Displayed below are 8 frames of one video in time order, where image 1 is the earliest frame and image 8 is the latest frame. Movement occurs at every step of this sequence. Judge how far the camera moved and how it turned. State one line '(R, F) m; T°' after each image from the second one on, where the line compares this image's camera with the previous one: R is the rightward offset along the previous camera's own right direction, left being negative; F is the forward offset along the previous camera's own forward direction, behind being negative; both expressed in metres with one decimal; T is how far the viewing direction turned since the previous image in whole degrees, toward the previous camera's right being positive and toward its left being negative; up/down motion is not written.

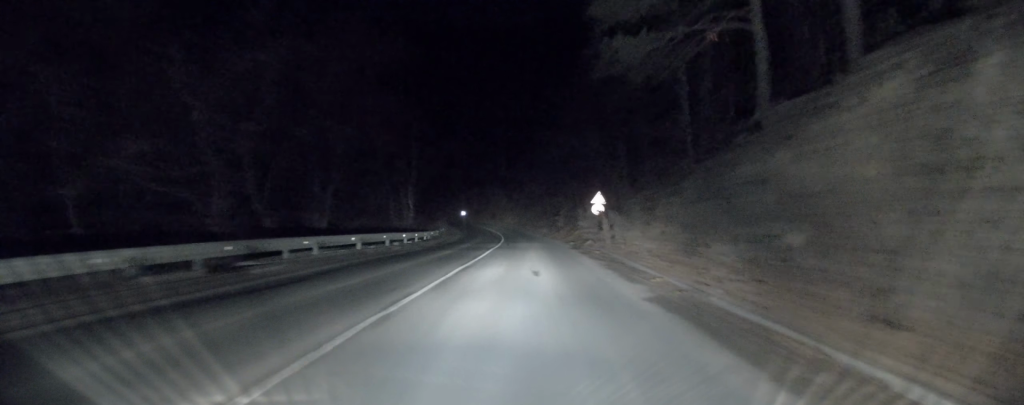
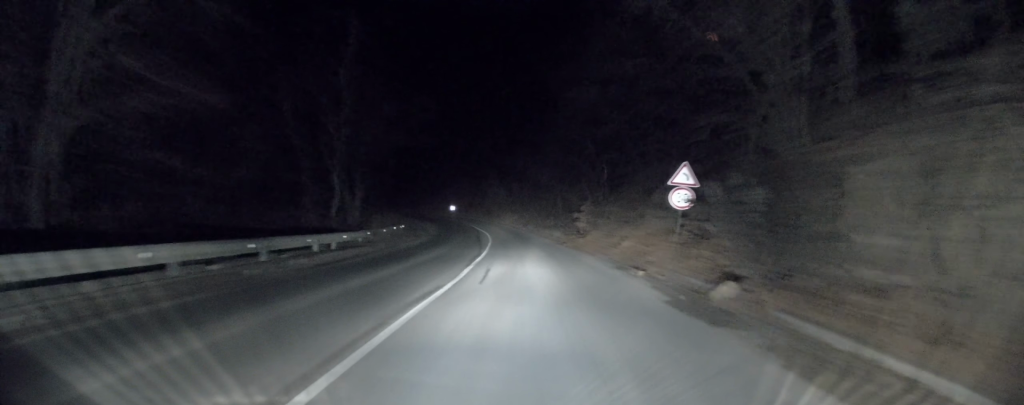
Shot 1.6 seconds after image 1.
(+0.6, +22.5) m; +1°
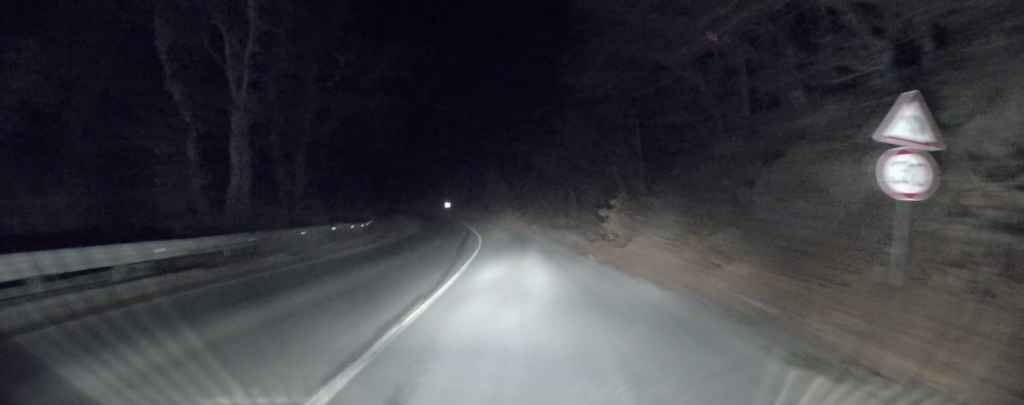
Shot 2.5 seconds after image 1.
(-0.2, +13.1) m; -1°
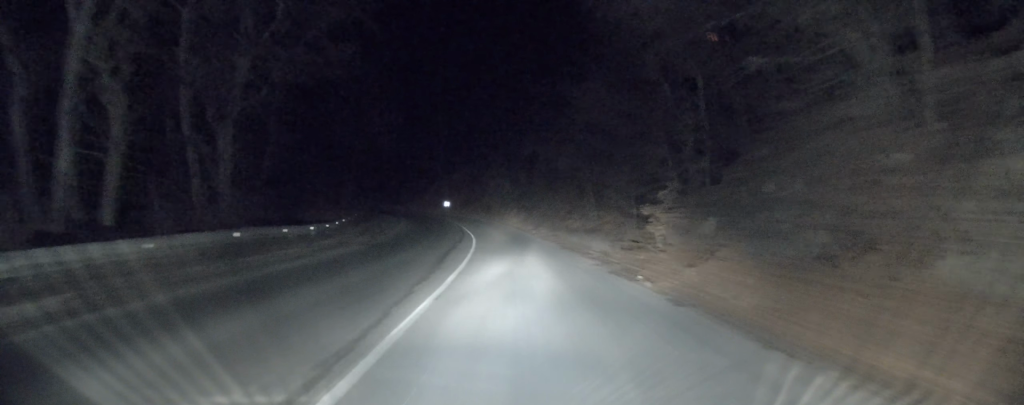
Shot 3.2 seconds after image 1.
(-0.1, +9.6) m; -1°
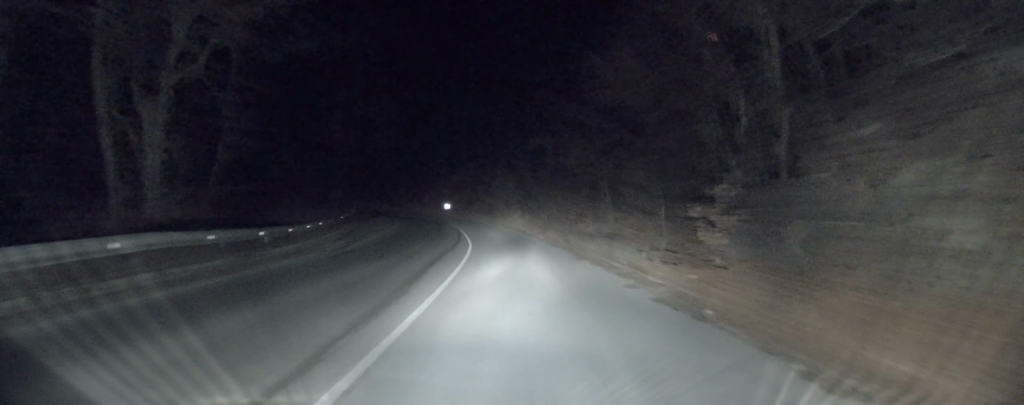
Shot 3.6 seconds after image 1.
(0.0, +5.7) m; -1°
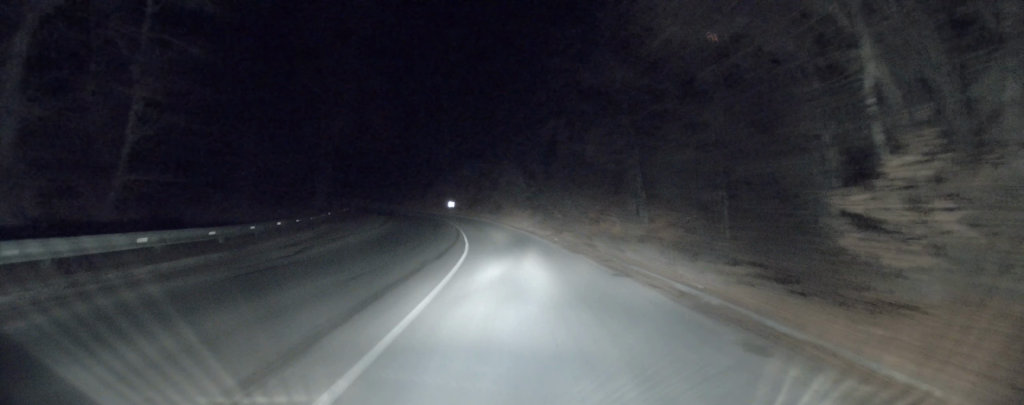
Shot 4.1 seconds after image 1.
(-0.1, +7.4) m; 0°
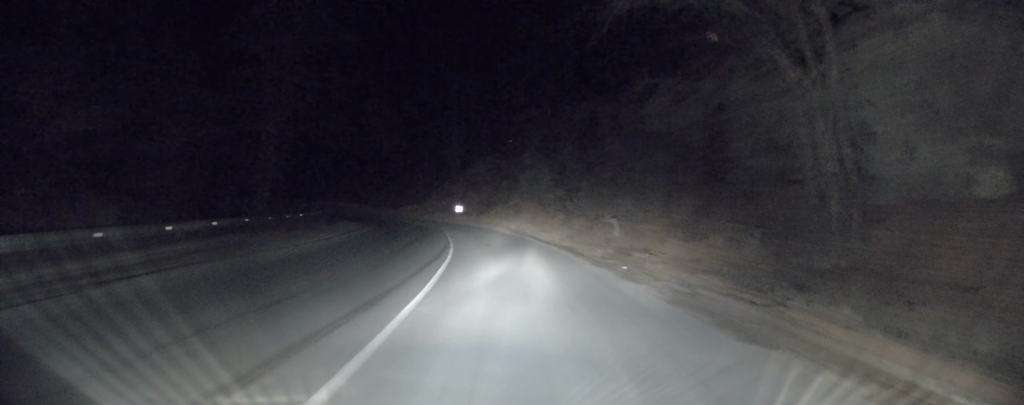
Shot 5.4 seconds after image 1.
(-0.1, +17.2) m; 0°
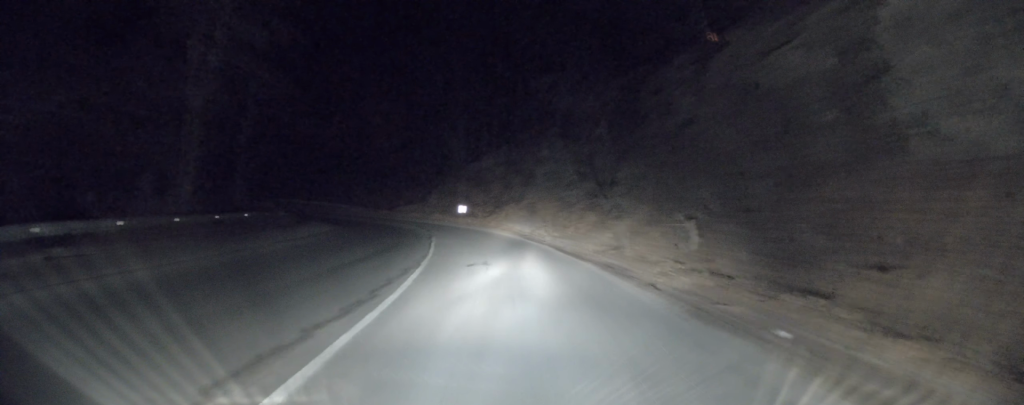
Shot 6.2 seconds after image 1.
(0.0, +10.4) m; -1°
